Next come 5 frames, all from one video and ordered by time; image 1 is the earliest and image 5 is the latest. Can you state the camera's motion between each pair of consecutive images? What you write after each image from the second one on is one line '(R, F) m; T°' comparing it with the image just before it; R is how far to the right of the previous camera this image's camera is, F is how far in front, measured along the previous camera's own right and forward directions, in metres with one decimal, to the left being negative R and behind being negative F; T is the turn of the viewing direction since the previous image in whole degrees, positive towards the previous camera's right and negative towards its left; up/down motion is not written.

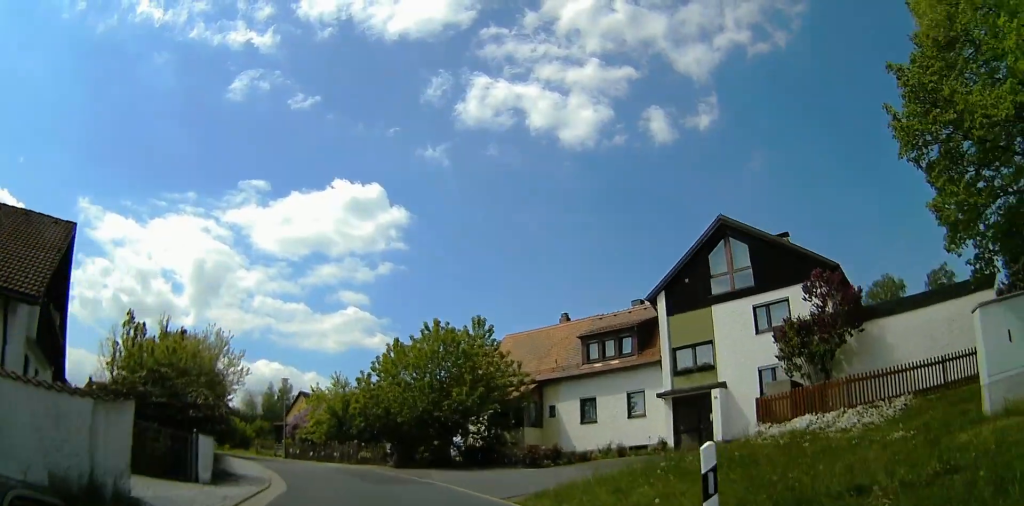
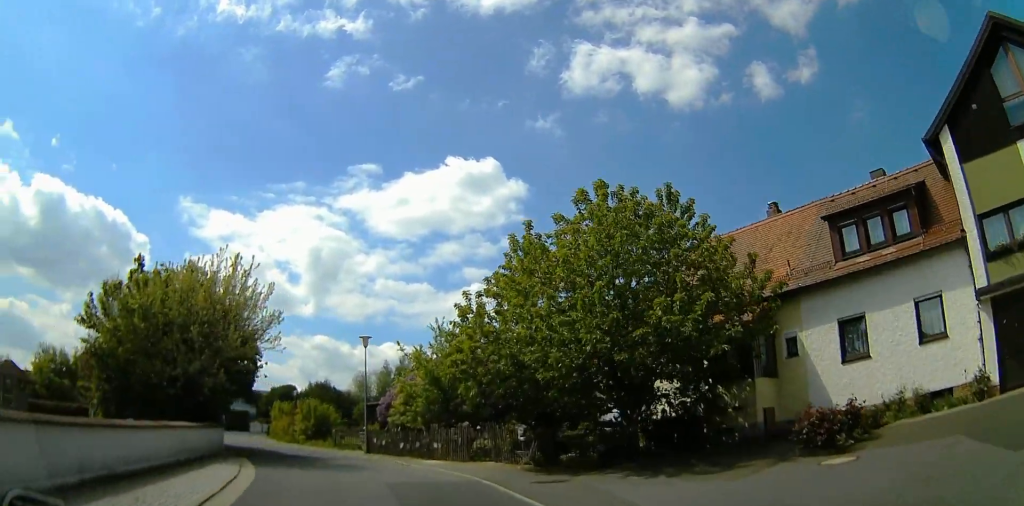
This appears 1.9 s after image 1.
(-2.3, +13.7) m; -18°
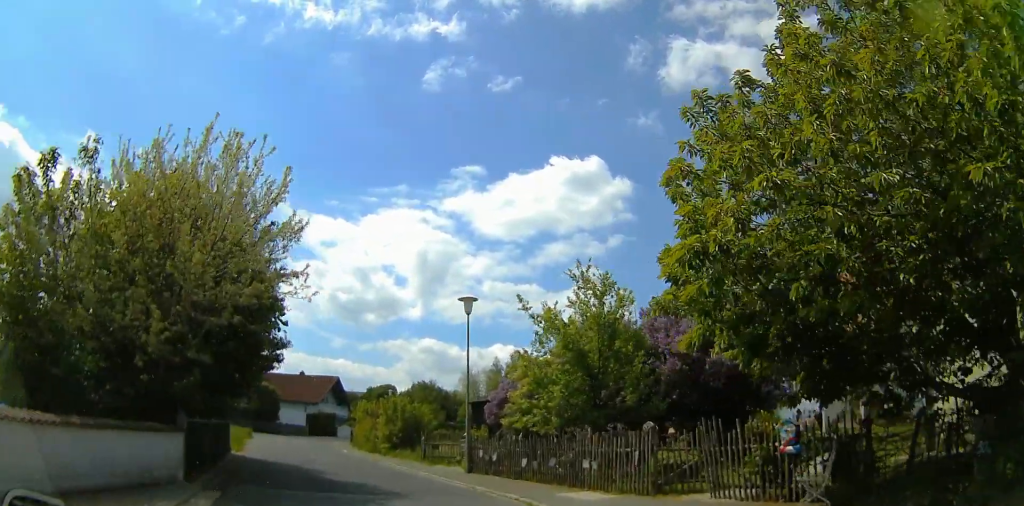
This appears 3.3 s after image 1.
(-0.3, +9.3) m; -5°
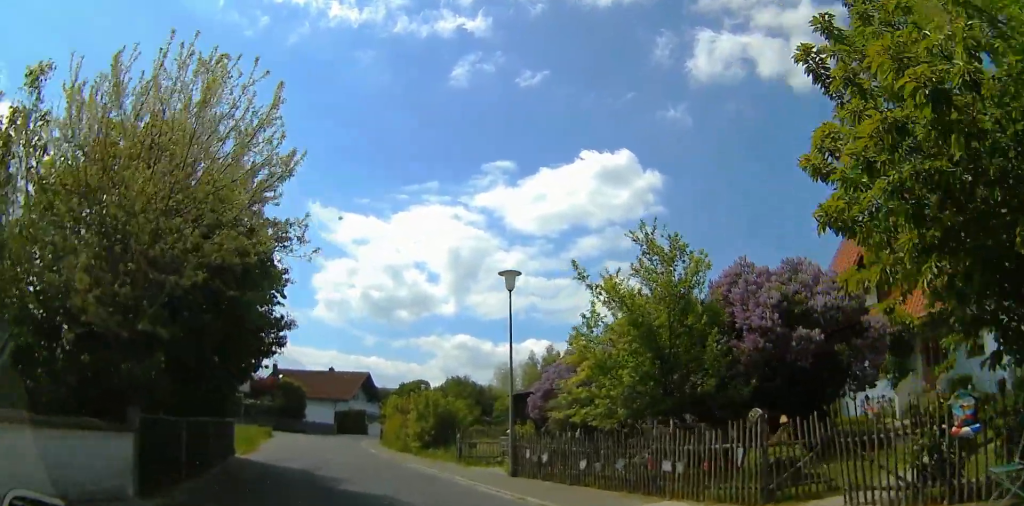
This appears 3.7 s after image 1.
(-0.1, +2.6) m; -2°
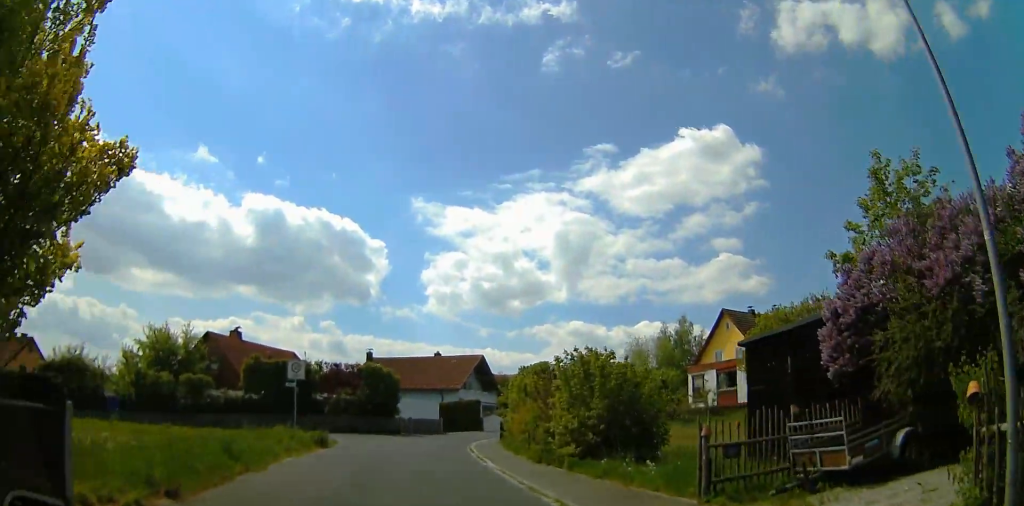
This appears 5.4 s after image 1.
(-0.7, +11.1) m; -13°
